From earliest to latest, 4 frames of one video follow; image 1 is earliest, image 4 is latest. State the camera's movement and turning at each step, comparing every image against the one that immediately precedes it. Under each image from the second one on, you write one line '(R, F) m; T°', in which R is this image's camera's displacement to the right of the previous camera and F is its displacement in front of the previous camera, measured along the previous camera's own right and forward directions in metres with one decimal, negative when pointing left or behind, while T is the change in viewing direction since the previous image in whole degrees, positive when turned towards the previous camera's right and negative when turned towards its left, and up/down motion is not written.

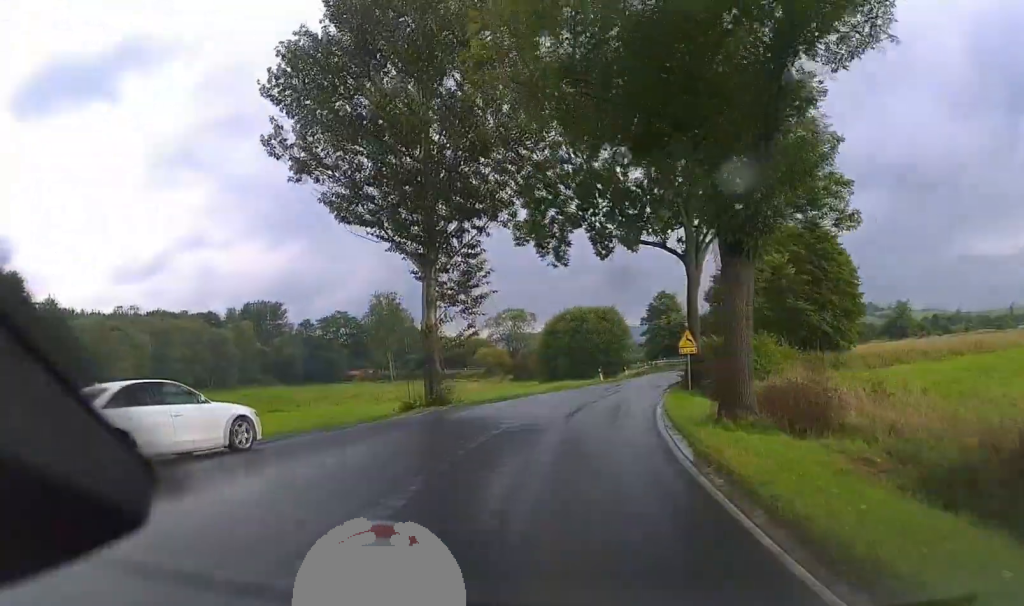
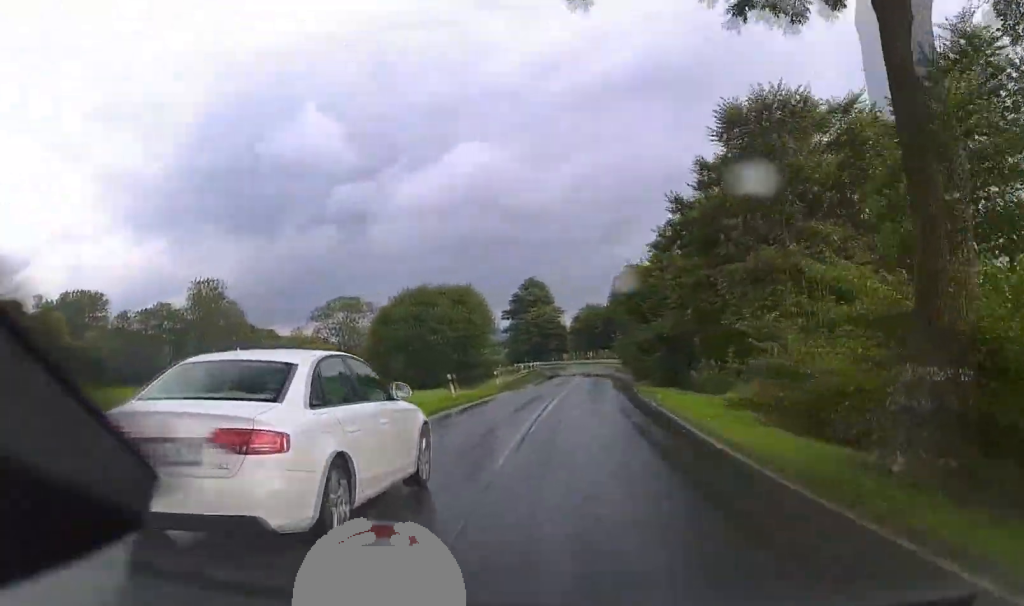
(+0.9, +35.2) m; +5°
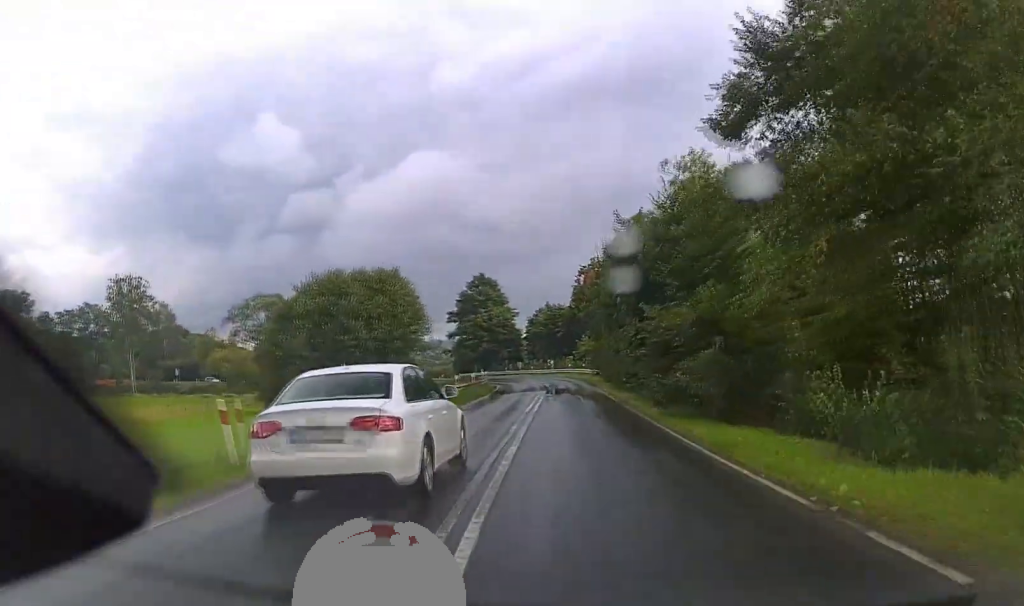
(+1.3, +22.8) m; +6°
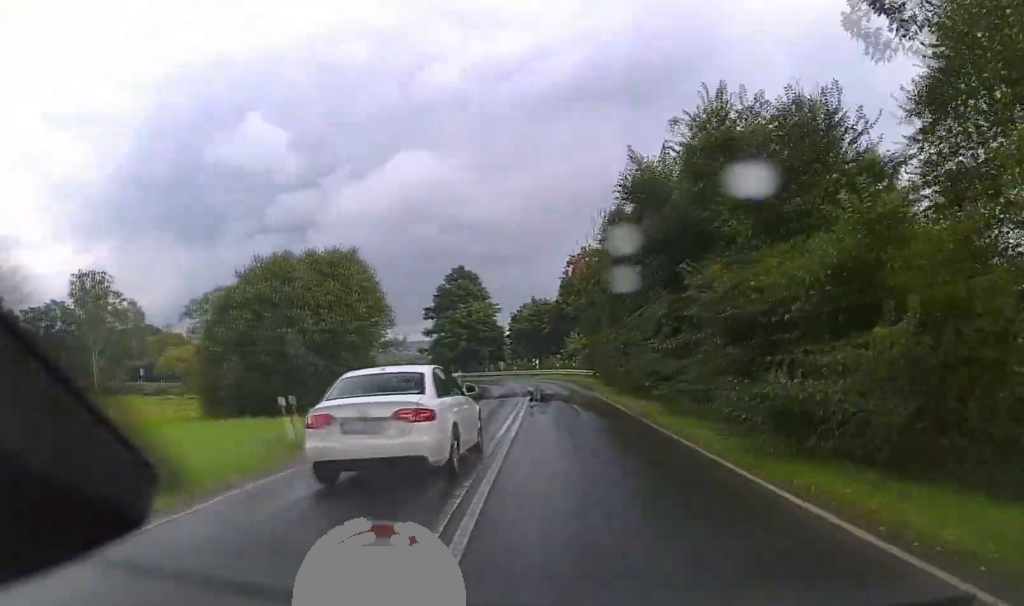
(+0.5, +10.6) m; +3°
